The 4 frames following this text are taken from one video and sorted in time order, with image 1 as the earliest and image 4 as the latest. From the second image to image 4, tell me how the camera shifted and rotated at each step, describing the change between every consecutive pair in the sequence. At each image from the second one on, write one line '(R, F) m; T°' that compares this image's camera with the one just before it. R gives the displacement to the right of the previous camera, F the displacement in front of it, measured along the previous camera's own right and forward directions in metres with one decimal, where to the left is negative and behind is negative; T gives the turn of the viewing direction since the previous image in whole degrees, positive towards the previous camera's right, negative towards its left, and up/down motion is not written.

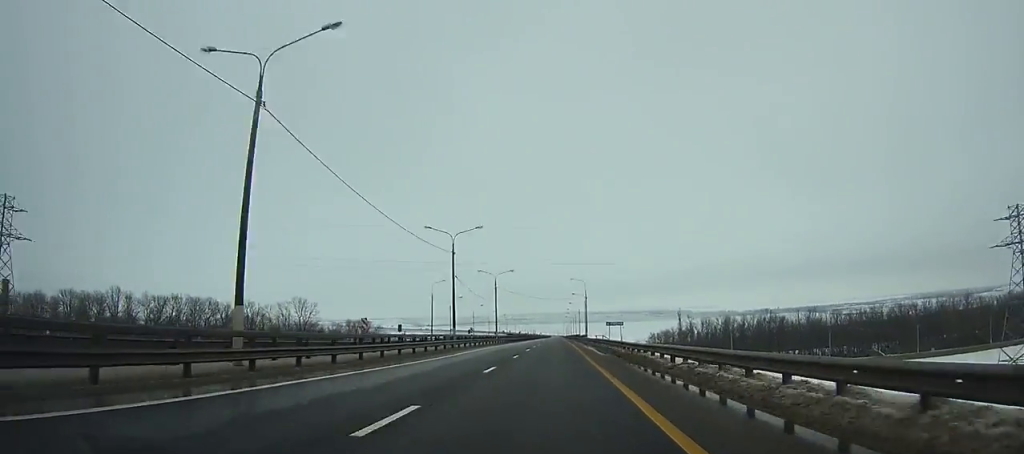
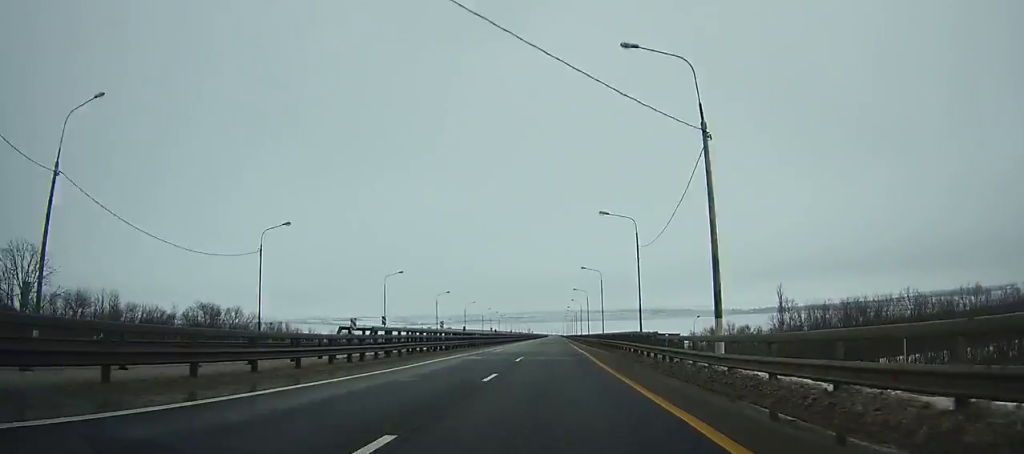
(+0.3, +85.6) m; 0°
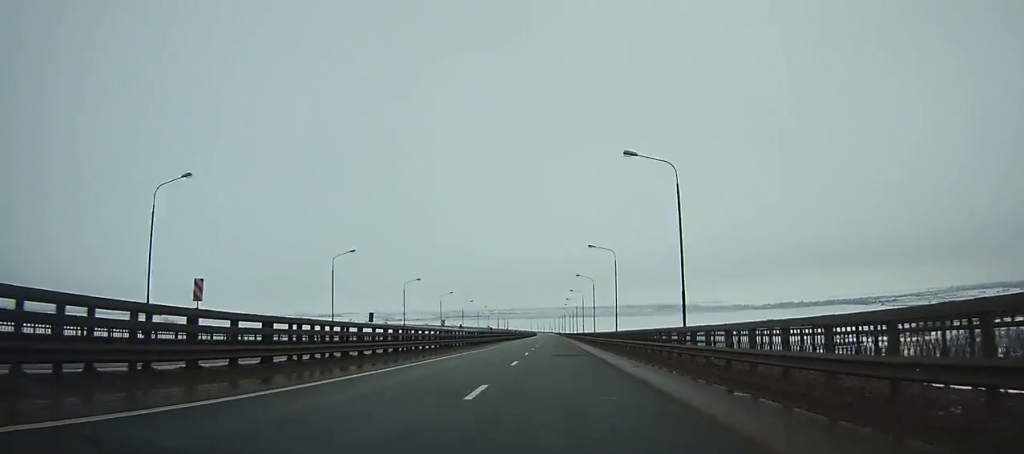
(+0.2, +208.2) m; 0°
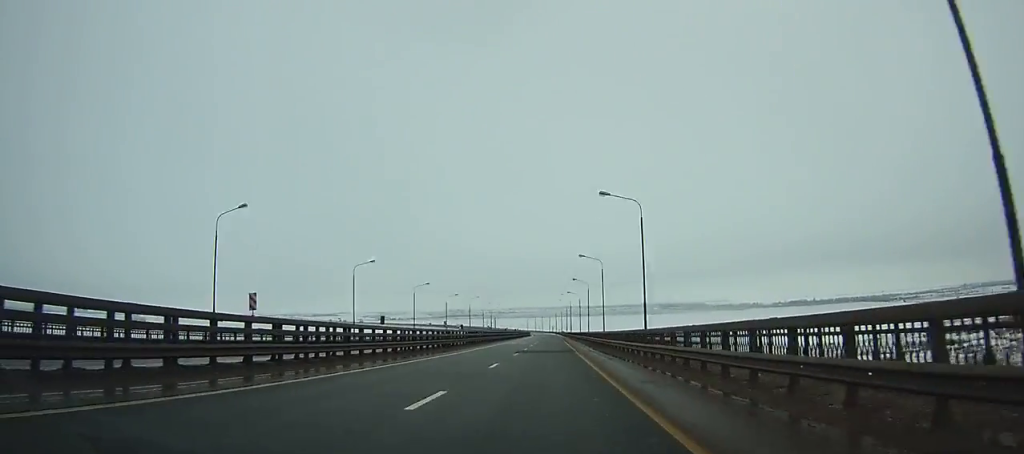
(+0.2, +84.6) m; 0°
